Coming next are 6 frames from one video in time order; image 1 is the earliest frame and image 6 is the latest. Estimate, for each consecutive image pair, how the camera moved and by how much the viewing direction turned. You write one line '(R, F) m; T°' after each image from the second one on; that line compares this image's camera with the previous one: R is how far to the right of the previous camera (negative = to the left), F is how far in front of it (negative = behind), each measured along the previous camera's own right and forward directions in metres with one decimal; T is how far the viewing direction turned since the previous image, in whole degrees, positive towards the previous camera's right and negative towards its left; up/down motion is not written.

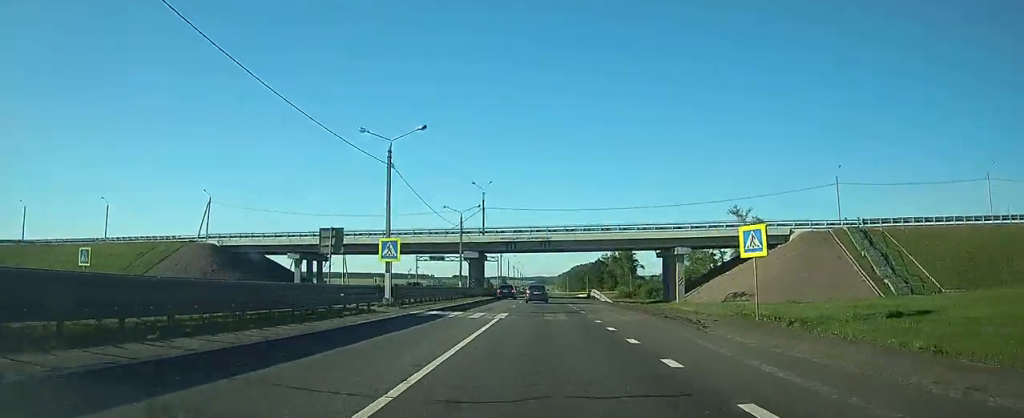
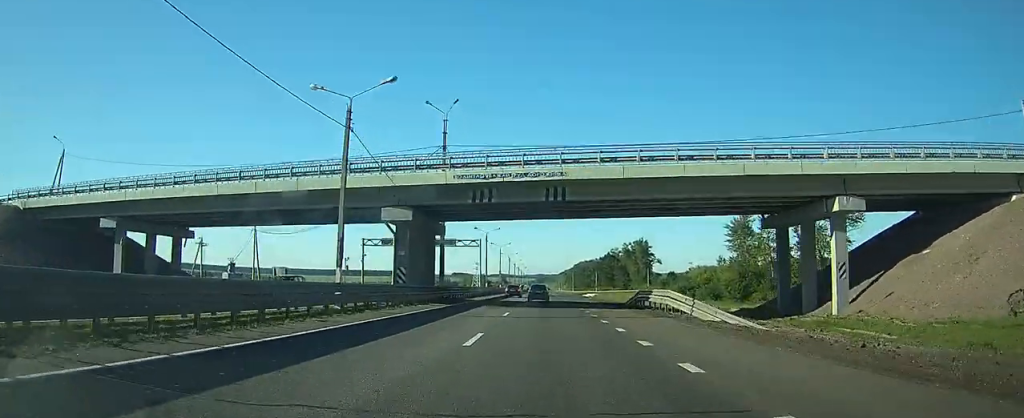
(0.0, +37.0) m; 0°
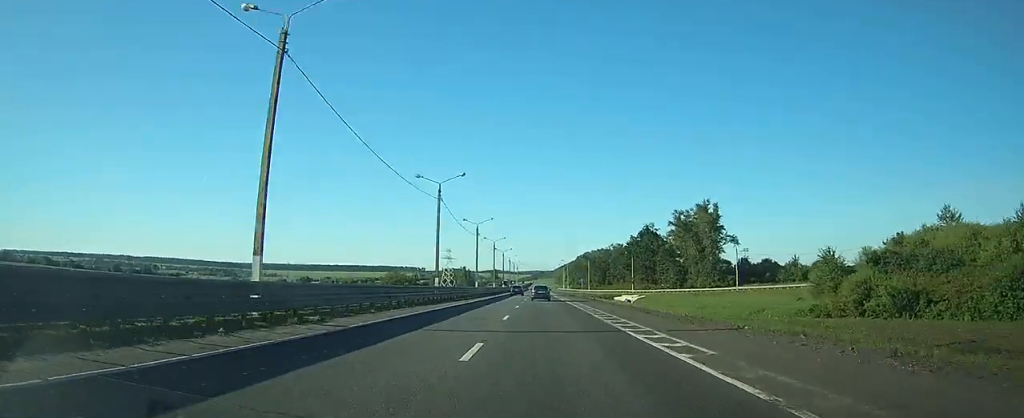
(-0.3, +99.3) m; 0°
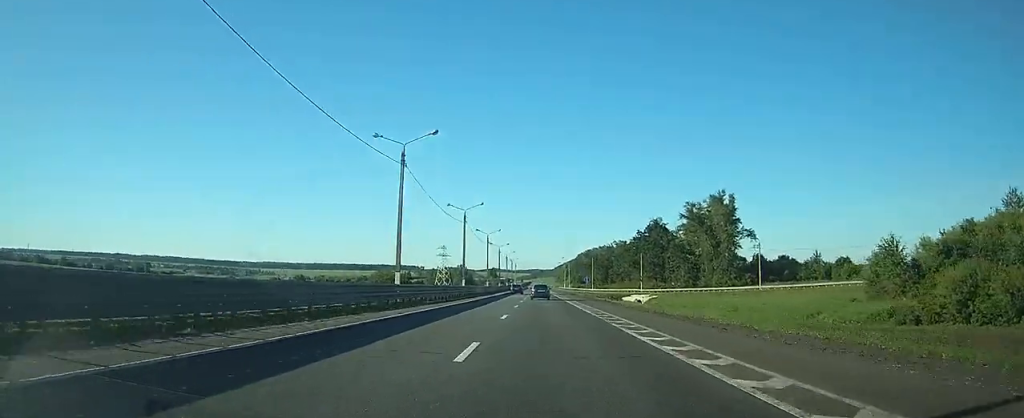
(0.0, +12.4) m; 0°
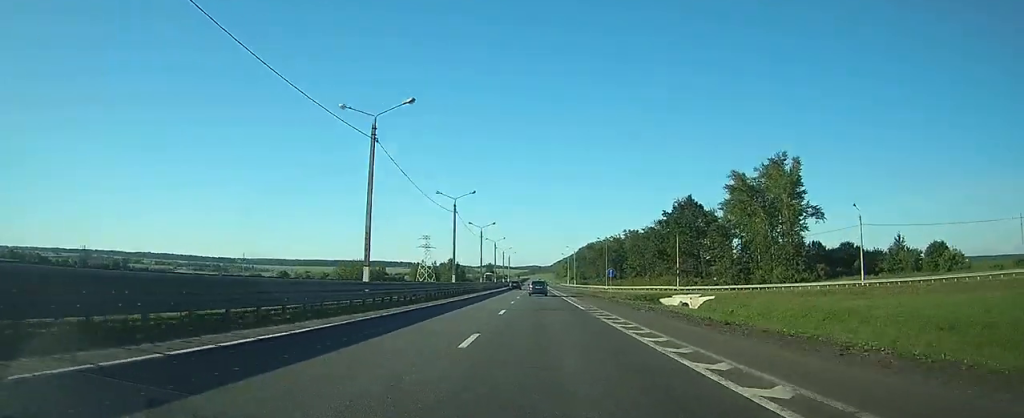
(+0.1, +34.6) m; 0°
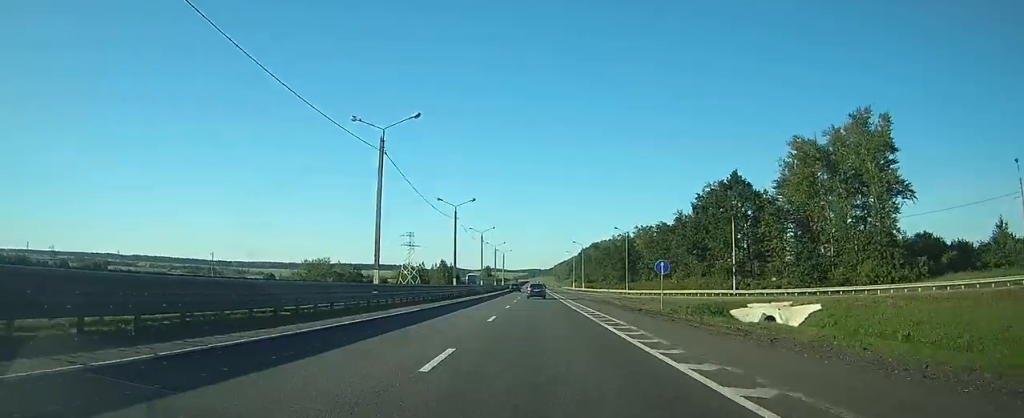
(0.0, +27.0) m; 0°
